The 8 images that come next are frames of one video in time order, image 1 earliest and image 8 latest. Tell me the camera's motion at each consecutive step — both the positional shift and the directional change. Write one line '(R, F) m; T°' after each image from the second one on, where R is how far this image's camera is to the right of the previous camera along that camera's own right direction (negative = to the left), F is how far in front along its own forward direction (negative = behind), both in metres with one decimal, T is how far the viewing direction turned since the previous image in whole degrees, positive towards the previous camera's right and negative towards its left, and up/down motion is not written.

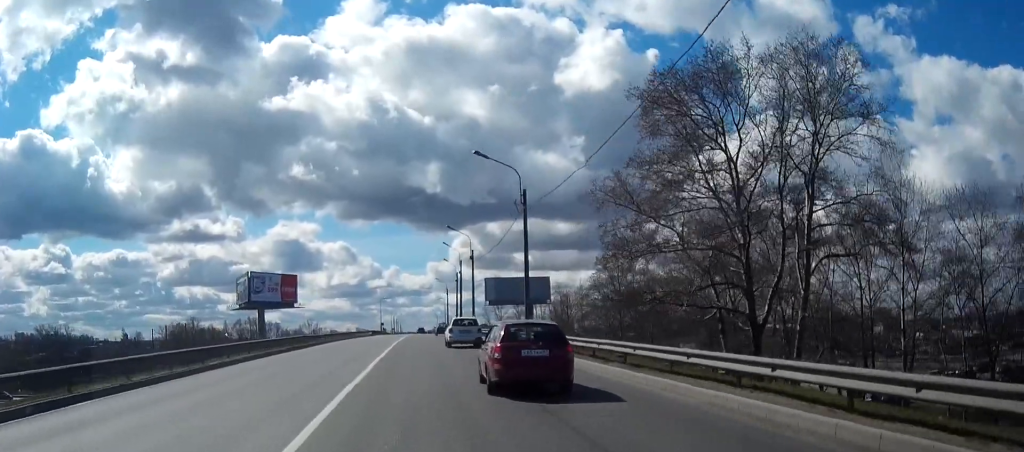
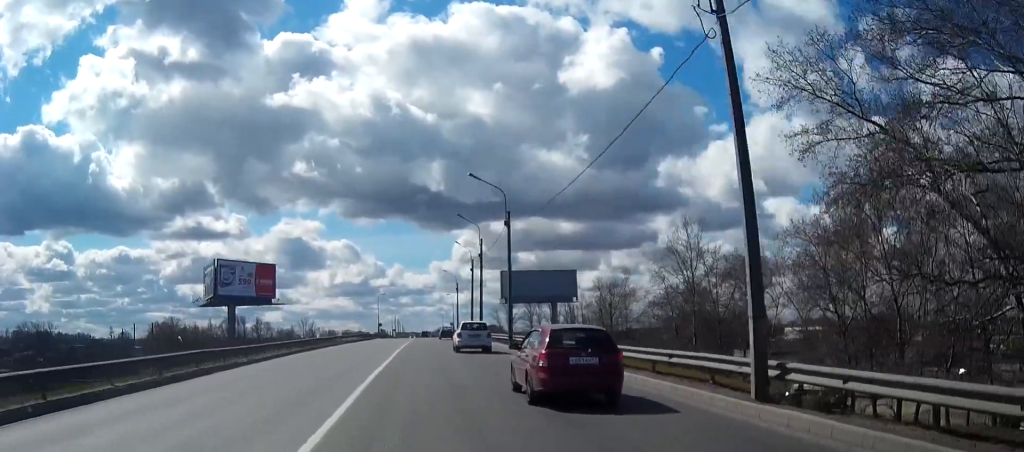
(0.0, +26.0) m; 0°
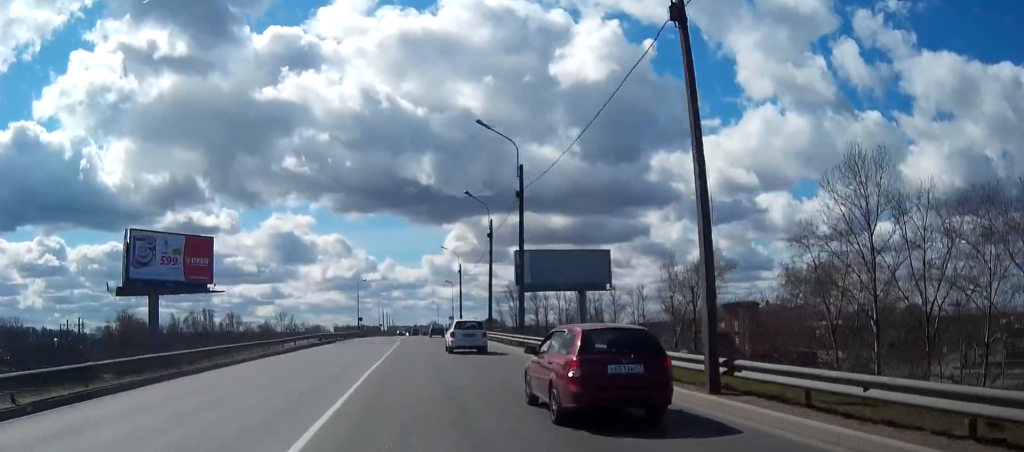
(0.0, +33.2) m; 0°
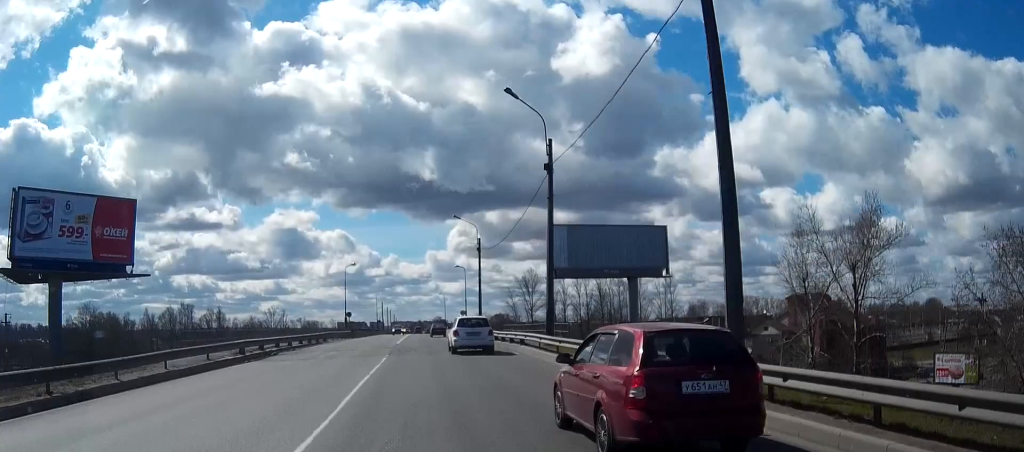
(-0.1, +26.6) m; 0°
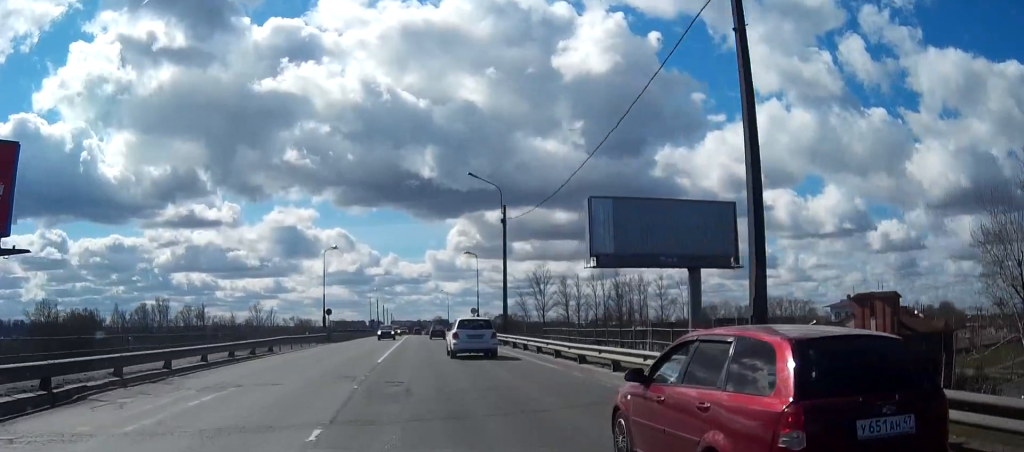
(0.0, +21.6) m; 0°
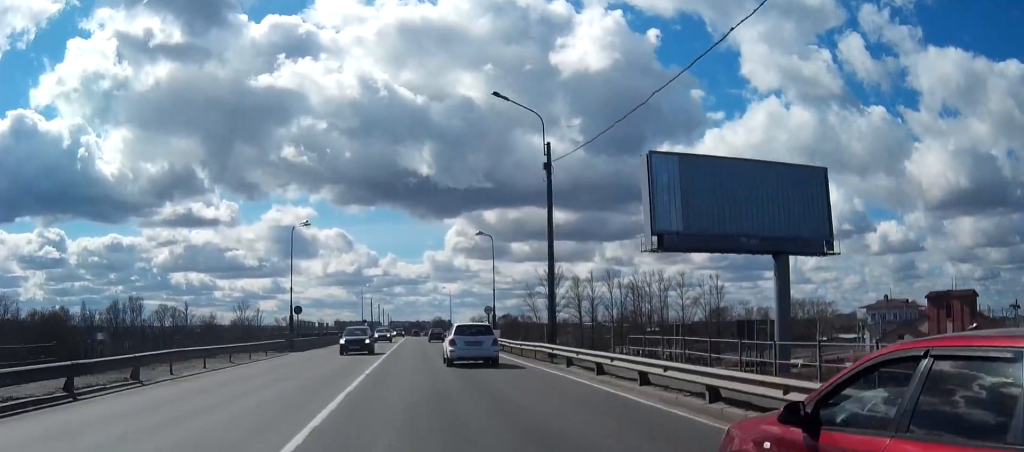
(0.0, +18.8) m; 0°
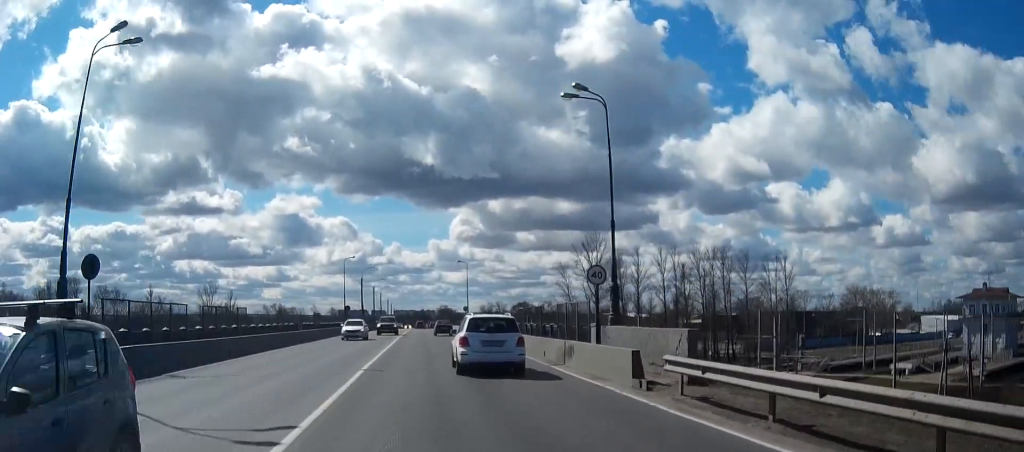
(-0.1, +38.2) m; 0°
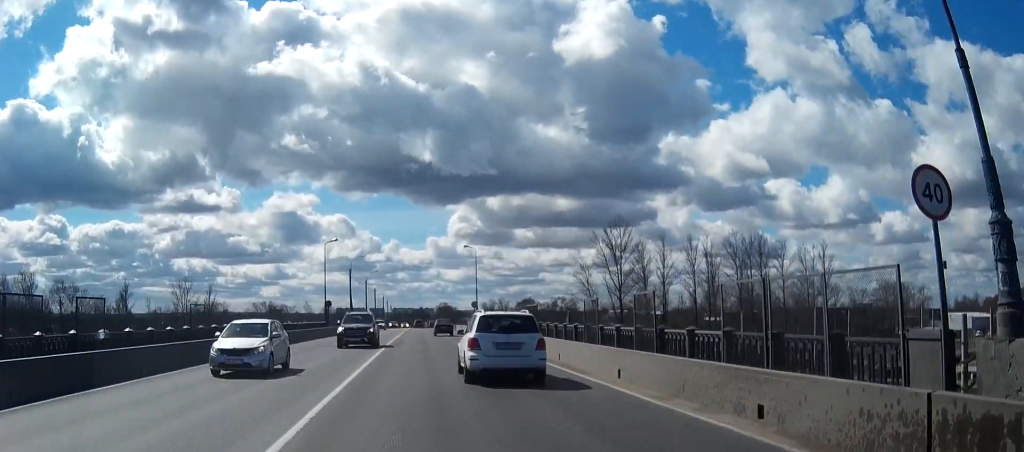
(0.0, +18.3) m; 0°
